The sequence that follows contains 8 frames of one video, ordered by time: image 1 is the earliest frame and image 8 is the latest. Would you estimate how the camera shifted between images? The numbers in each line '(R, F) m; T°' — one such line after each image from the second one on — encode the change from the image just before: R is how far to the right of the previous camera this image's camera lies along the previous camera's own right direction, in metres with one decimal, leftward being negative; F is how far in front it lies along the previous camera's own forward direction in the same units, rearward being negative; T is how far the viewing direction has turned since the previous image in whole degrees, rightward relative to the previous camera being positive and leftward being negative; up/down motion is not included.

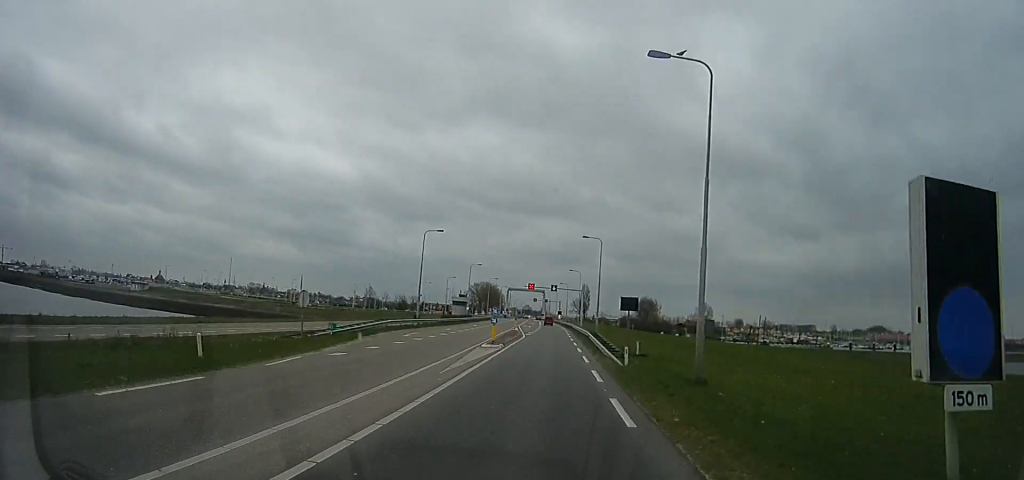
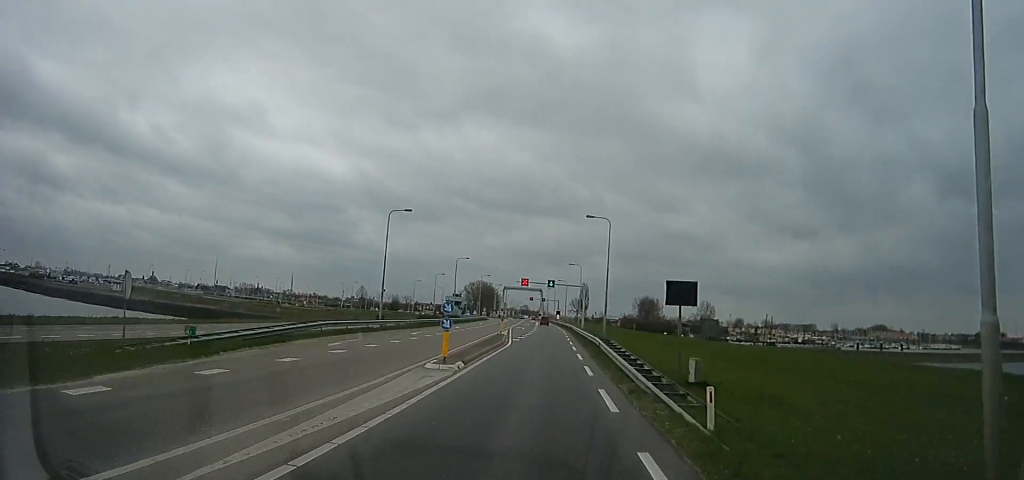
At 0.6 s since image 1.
(-0.4, +10.9) m; -1°
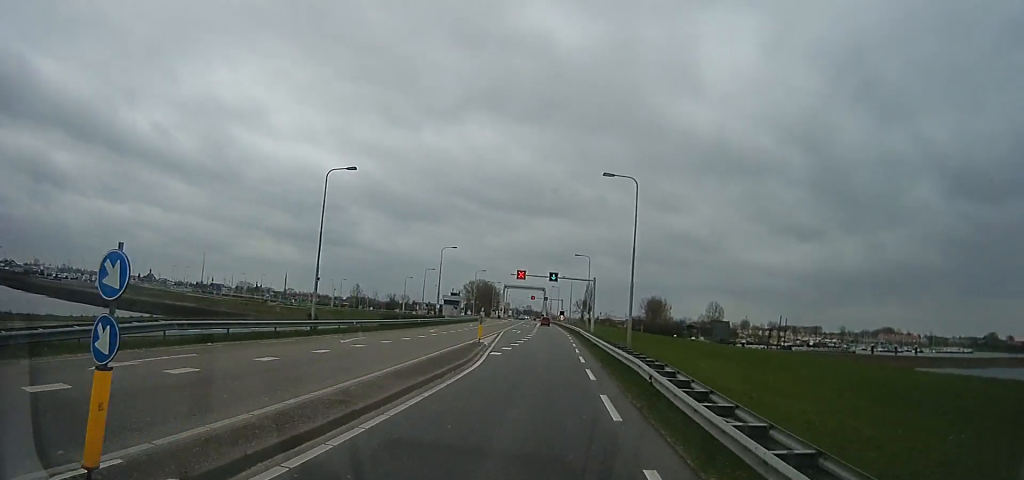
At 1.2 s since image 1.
(+0.3, +12.9) m; +1°
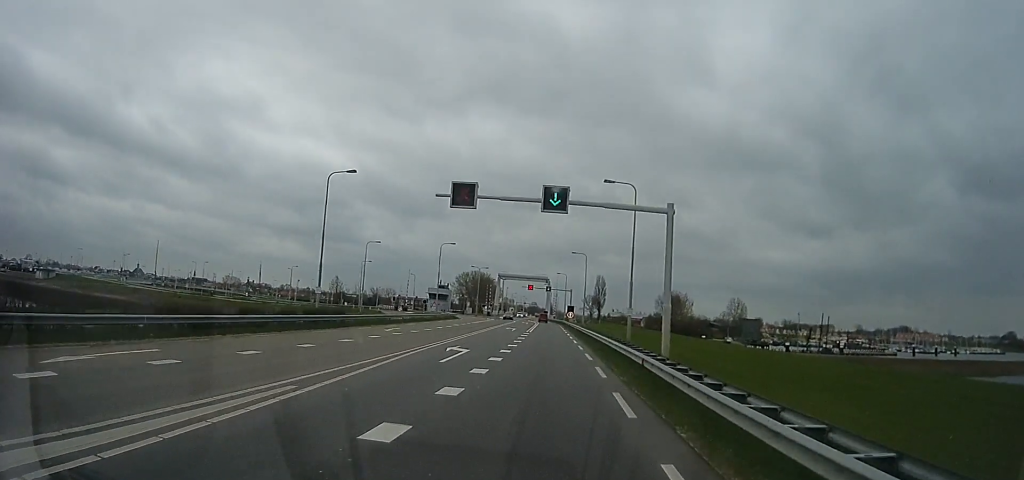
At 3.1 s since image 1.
(-0.1, +36.4) m; -1°
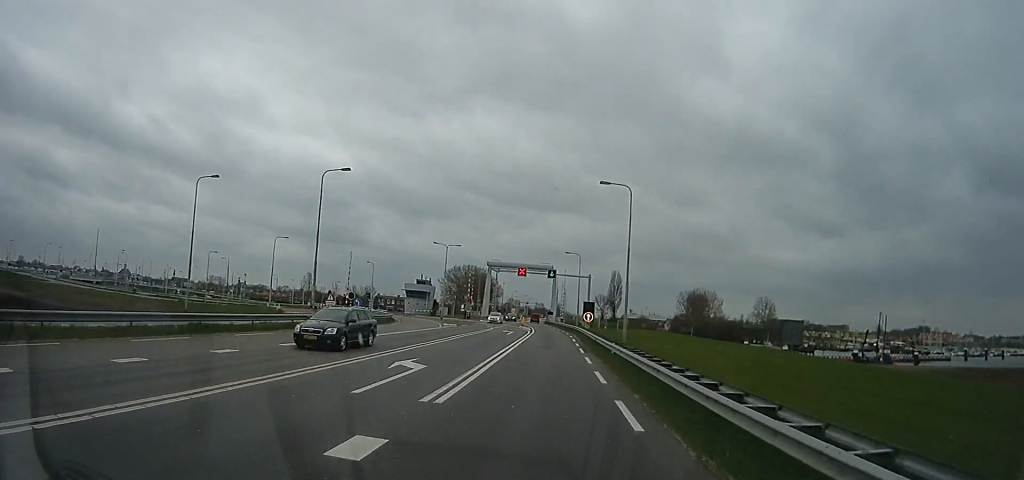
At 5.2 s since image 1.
(+0.4, +37.6) m; +2°
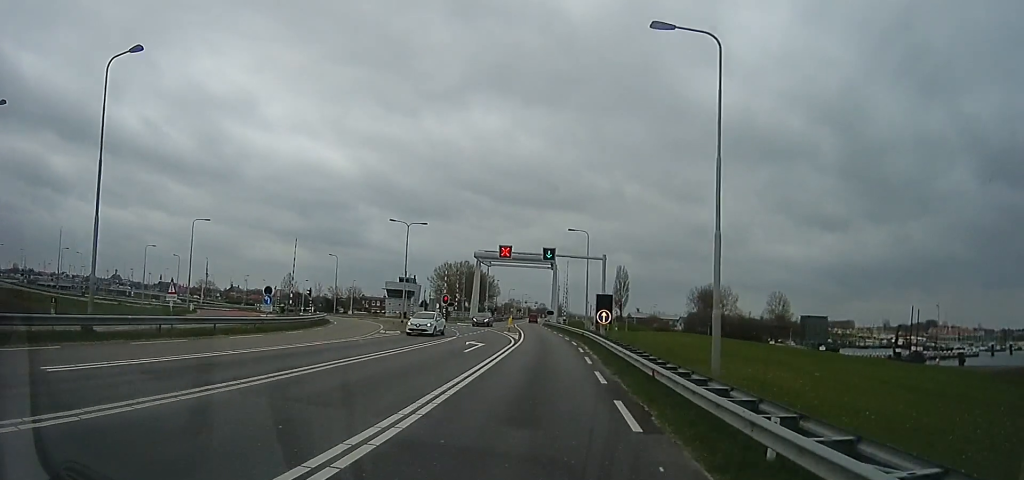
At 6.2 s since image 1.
(+0.2, +18.2) m; 0°
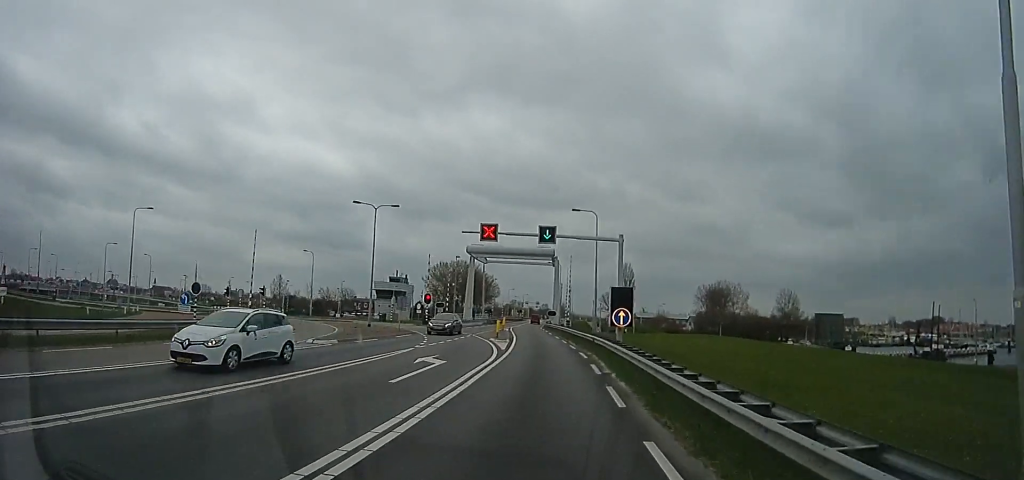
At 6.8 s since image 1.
(0.0, +9.8) m; -1°
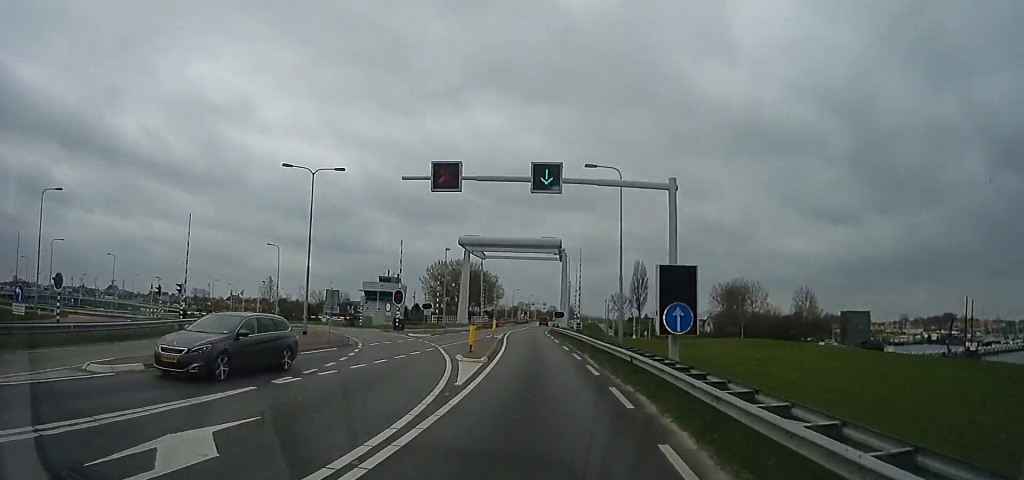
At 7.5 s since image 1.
(-0.1, +12.4) m; -3°
